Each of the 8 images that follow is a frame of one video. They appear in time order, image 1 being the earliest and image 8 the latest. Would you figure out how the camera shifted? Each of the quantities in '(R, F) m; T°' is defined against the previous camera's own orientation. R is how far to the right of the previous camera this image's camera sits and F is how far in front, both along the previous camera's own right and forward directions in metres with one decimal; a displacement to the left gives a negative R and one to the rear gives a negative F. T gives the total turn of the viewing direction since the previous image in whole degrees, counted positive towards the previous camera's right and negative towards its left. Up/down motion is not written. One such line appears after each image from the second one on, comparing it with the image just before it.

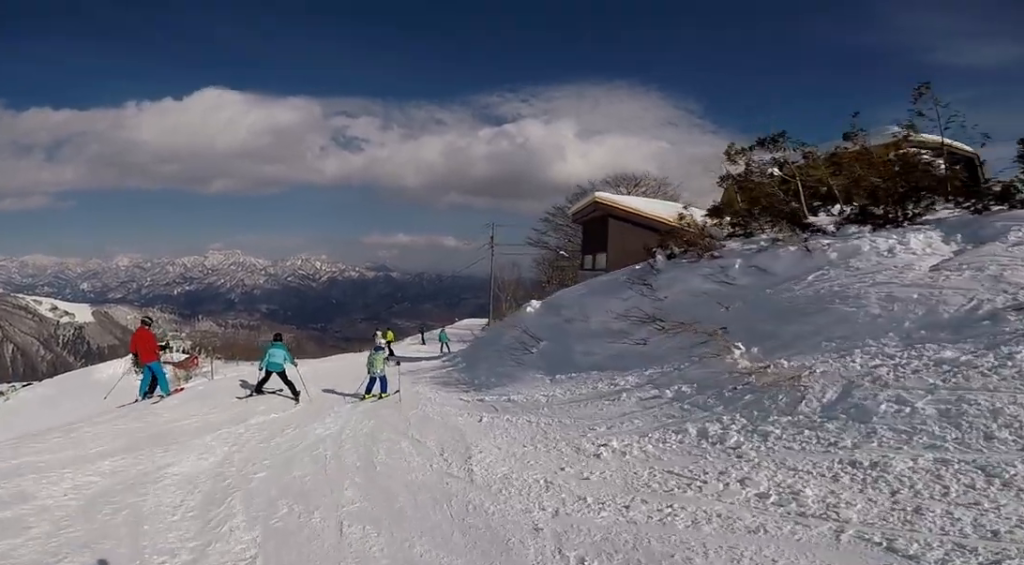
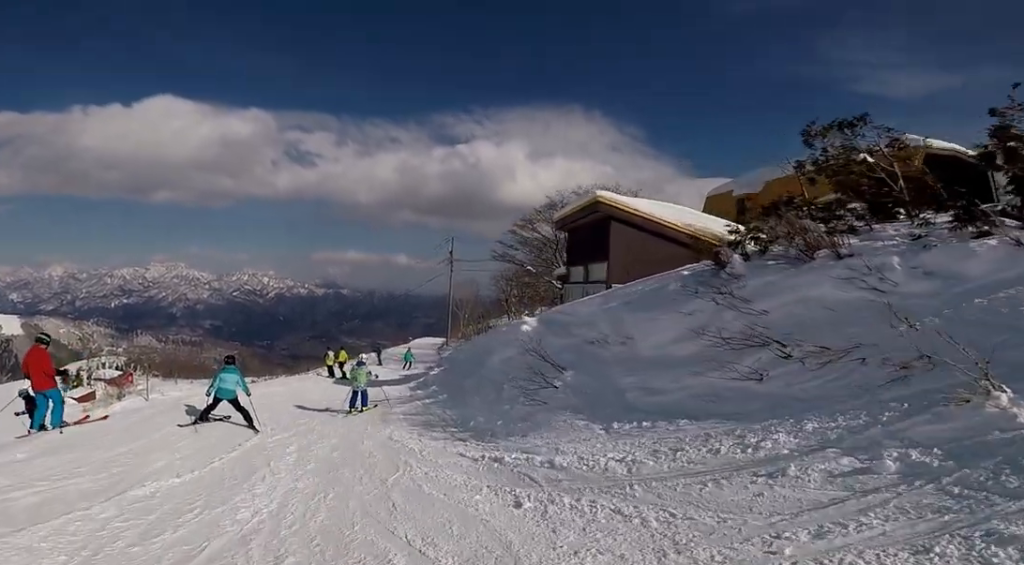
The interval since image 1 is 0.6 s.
(-0.6, +2.9) m; +2°
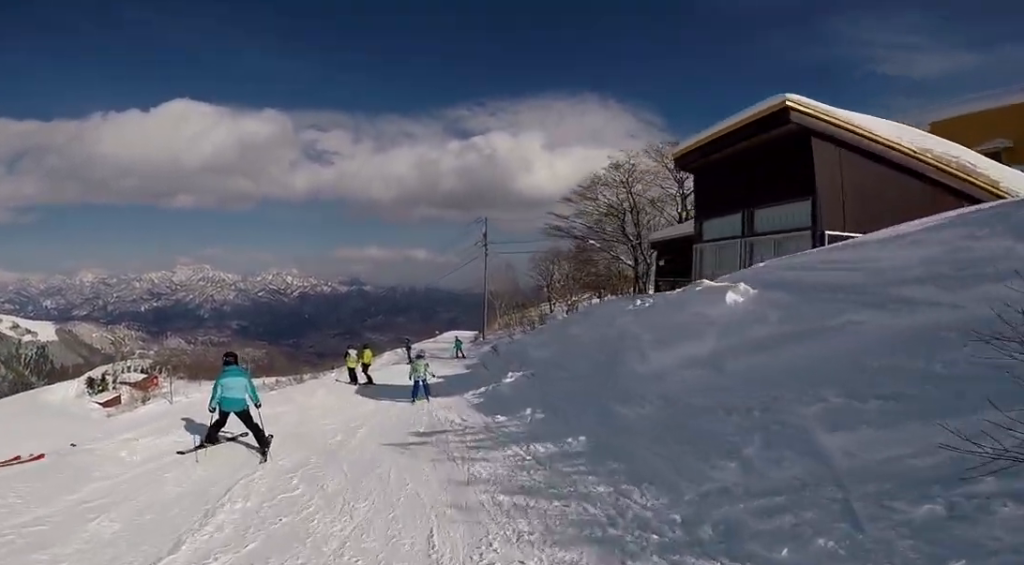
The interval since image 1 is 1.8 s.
(+1.4, +5.3) m; +15°
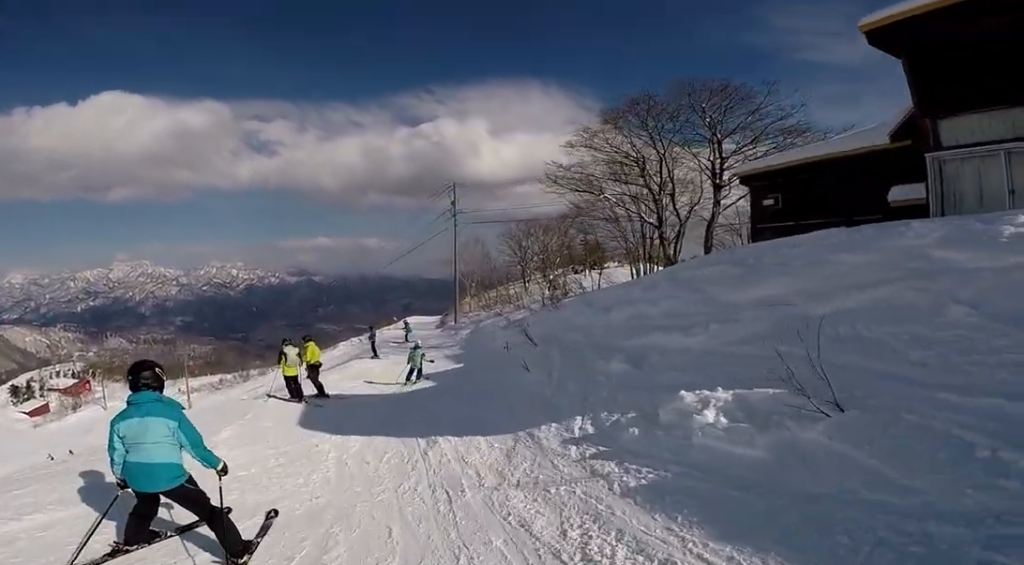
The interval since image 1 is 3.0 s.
(+0.1, +5.6) m; +1°
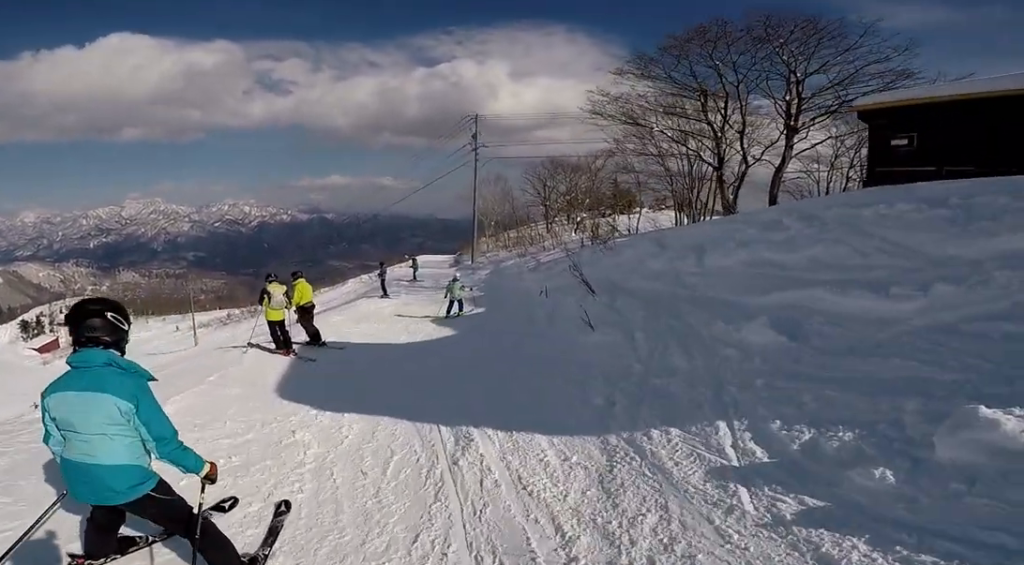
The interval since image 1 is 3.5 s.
(0.0, +1.9) m; +1°
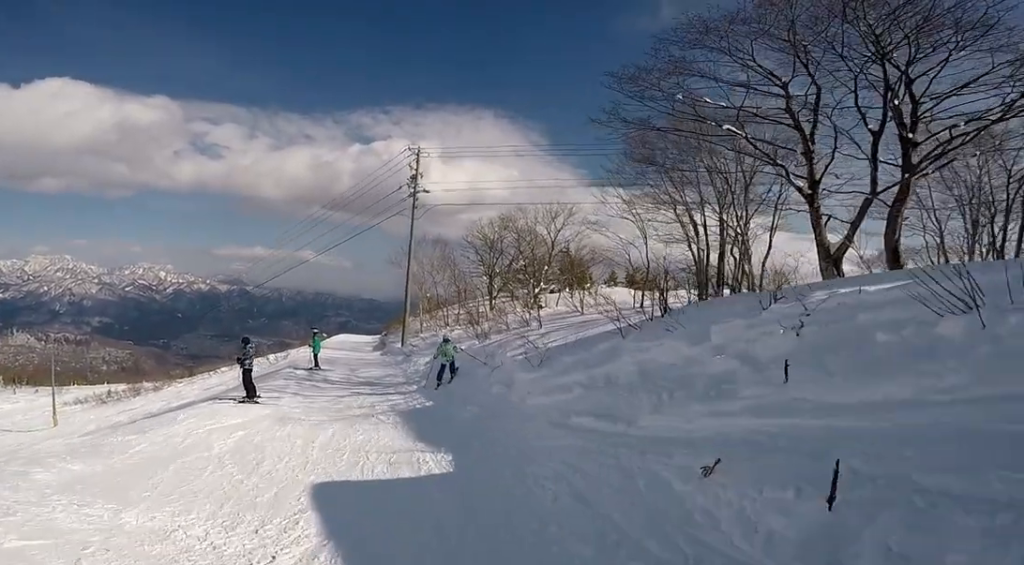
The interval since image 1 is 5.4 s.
(+1.8, +7.6) m; +20°
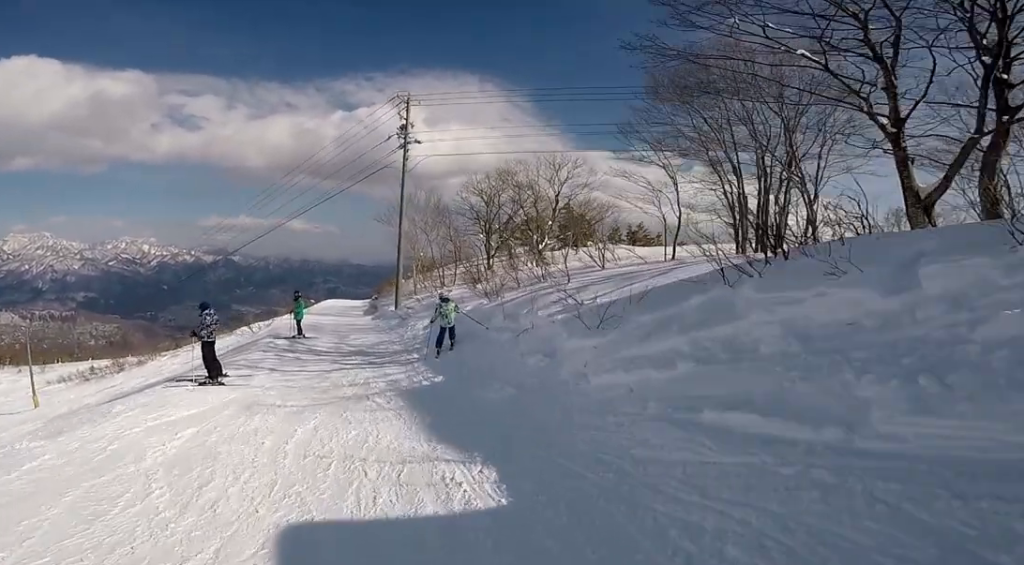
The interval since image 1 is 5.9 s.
(0.0, +2.0) m; -4°
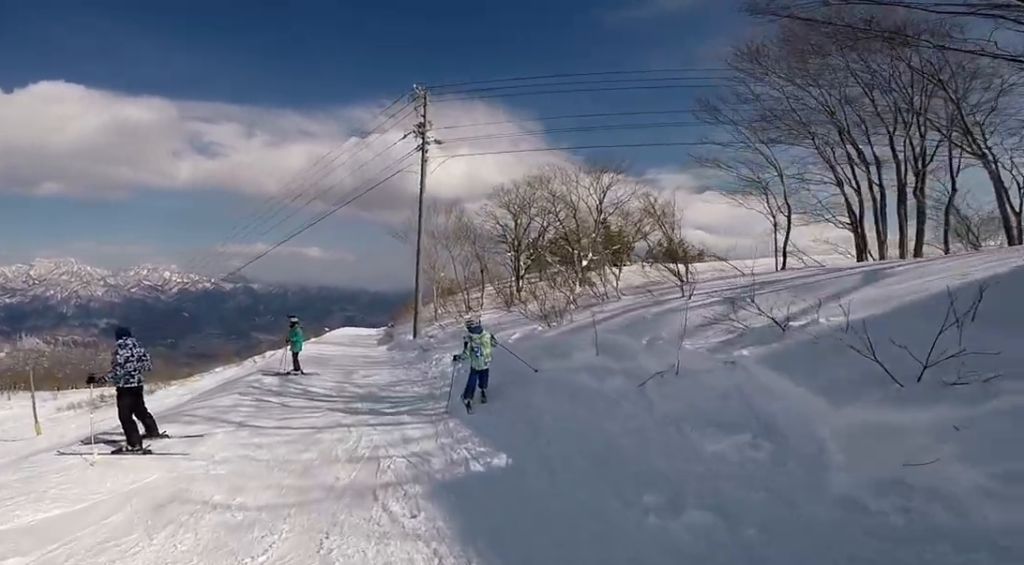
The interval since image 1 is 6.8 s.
(-0.5, +3.3) m; -13°
